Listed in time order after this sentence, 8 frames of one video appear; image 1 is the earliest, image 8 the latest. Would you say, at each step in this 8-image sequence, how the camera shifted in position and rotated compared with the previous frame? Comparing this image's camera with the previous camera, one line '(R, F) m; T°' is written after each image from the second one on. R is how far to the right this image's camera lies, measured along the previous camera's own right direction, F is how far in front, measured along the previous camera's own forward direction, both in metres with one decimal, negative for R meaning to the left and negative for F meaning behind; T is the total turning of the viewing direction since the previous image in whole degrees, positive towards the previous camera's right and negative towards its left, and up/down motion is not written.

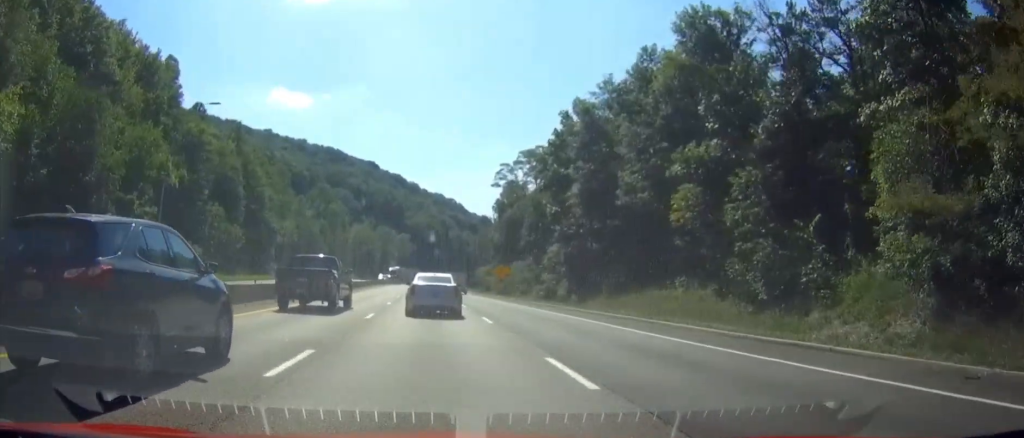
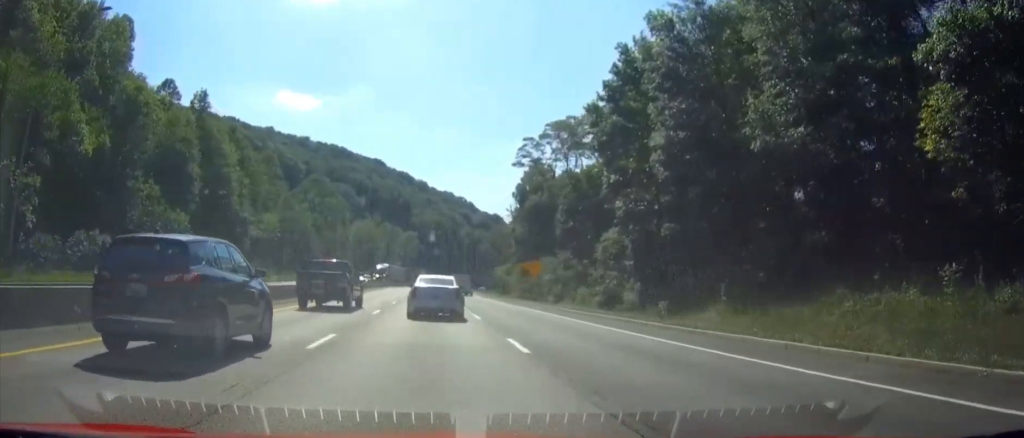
(-0.2, +20.7) m; -1°
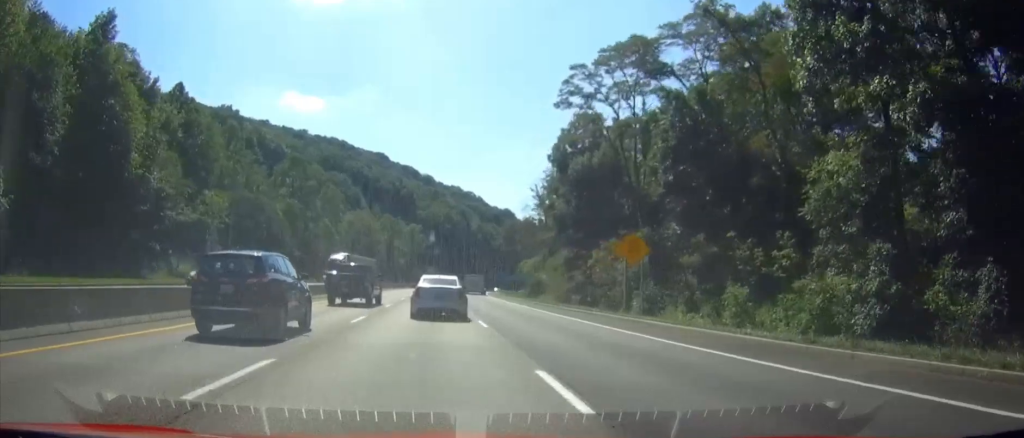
(-0.3, +30.5) m; -1°
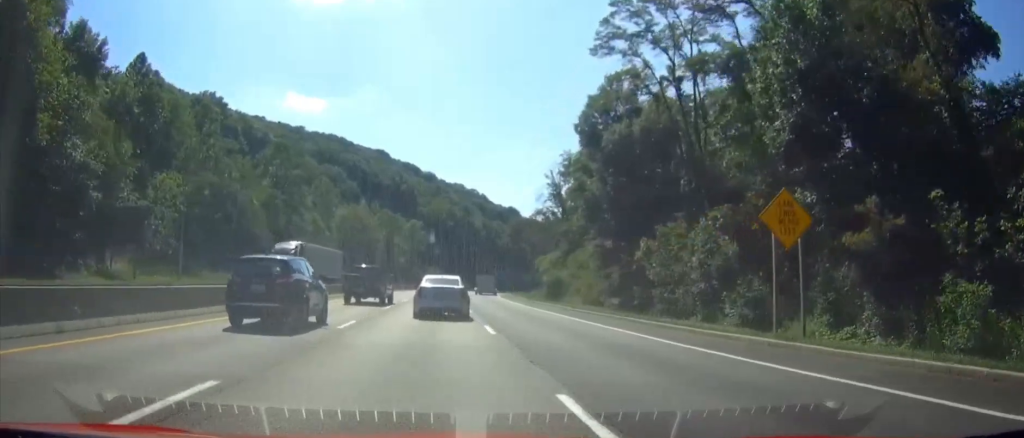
(0.0, +15.1) m; 0°
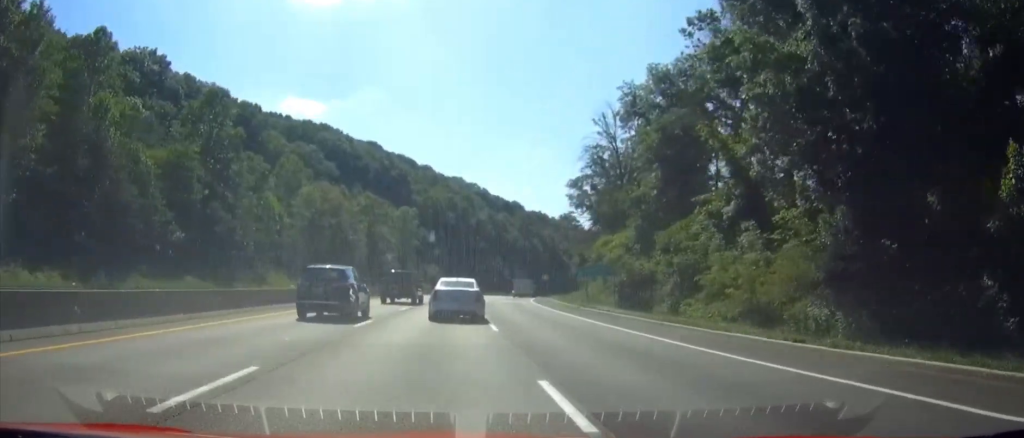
(0.0, +35.8) m; 0°
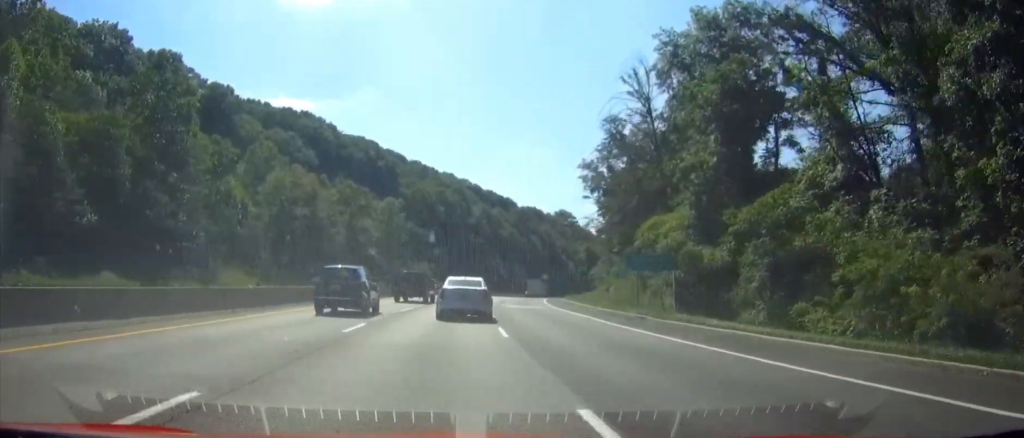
(+0.1, +14.9) m; +1°
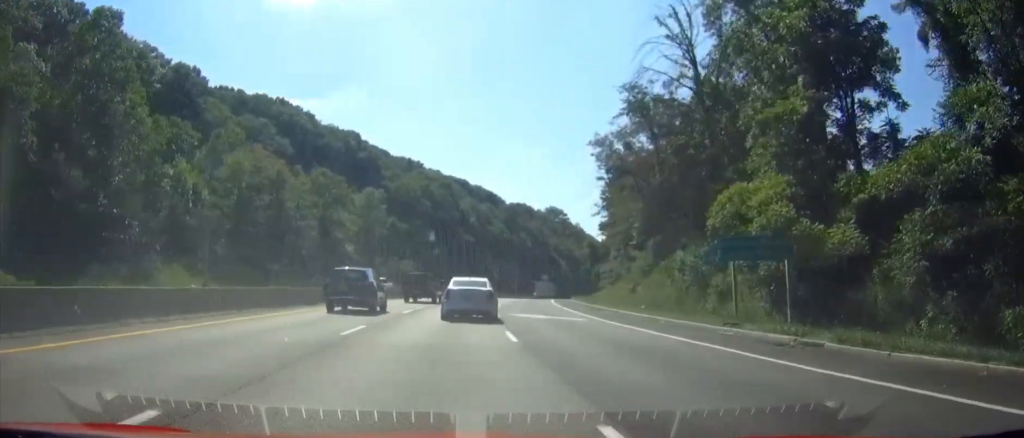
(-0.1, +13.3) m; +1°
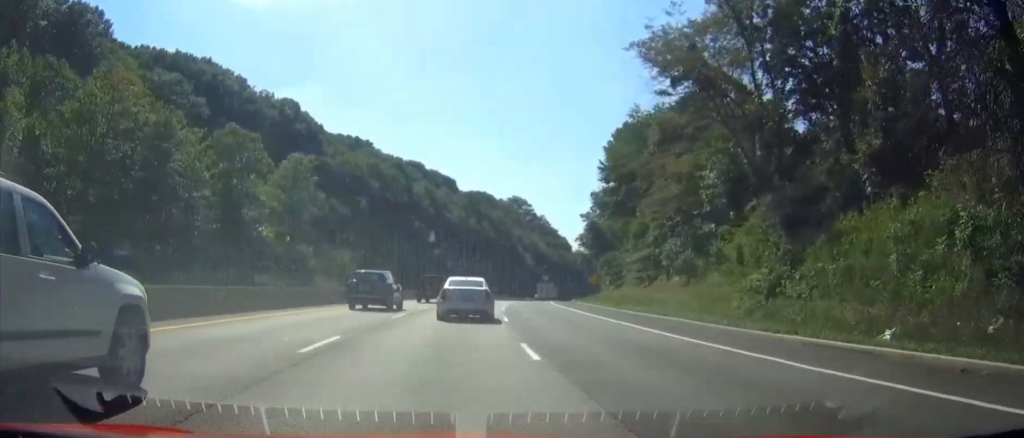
(+1.0, +28.0) m; +4°
